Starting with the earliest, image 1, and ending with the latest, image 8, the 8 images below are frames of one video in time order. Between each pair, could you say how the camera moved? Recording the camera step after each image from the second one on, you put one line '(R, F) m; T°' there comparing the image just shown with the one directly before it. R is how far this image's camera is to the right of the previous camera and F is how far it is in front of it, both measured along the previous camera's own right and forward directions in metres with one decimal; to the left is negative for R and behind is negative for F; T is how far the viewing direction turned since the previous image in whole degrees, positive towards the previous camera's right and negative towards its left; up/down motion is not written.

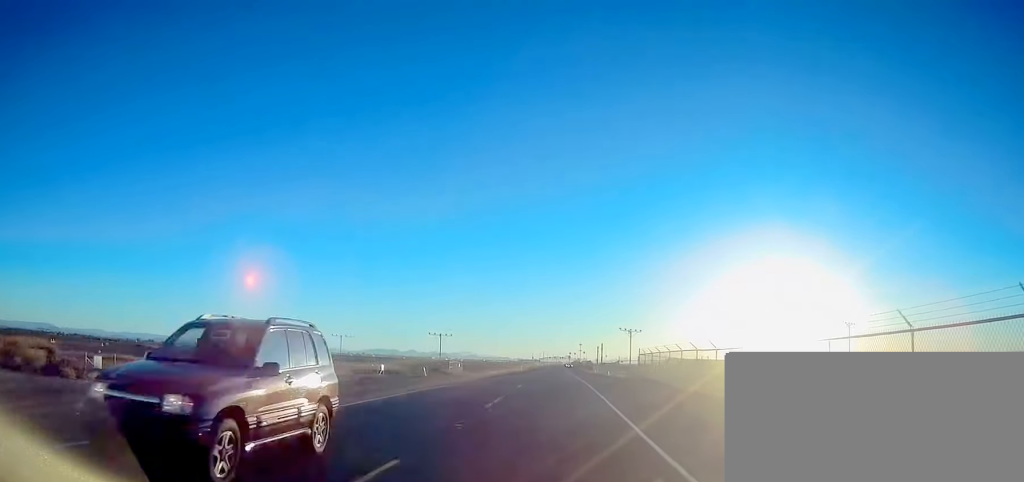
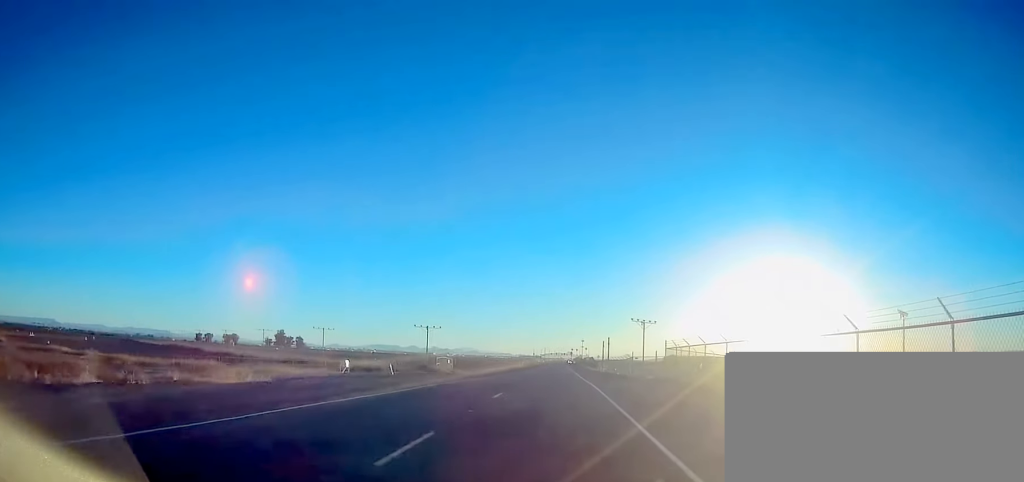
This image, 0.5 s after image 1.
(0.0, +10.2) m; 0°
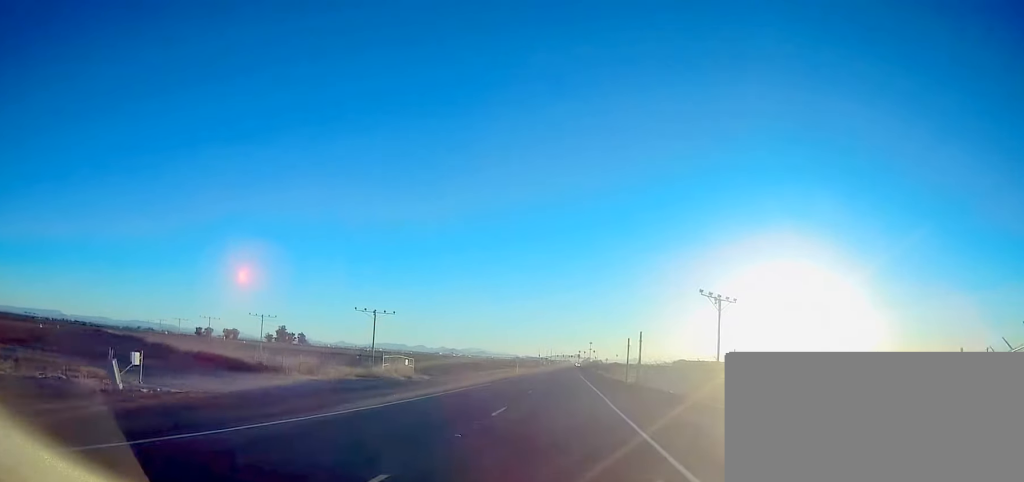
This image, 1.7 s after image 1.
(+0.1, +26.8) m; 0°
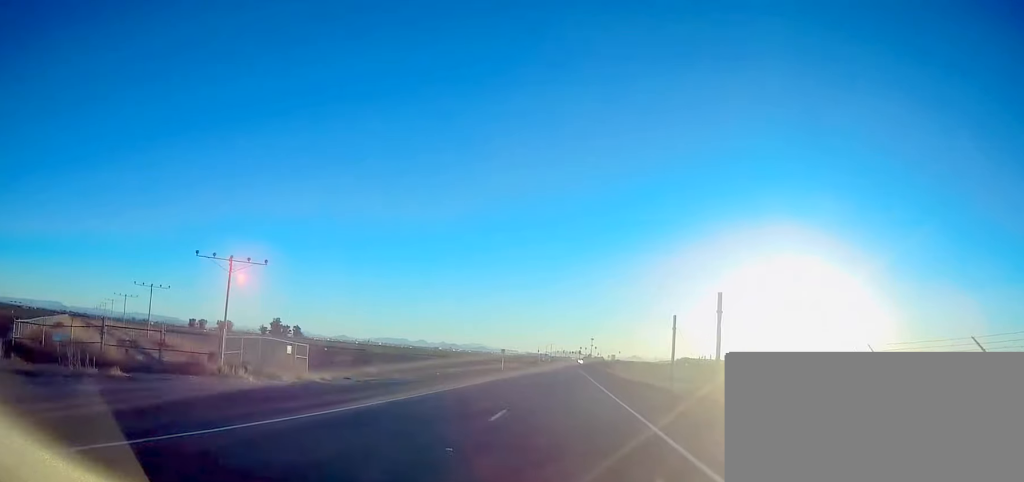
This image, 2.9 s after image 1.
(-0.2, +26.9) m; 0°
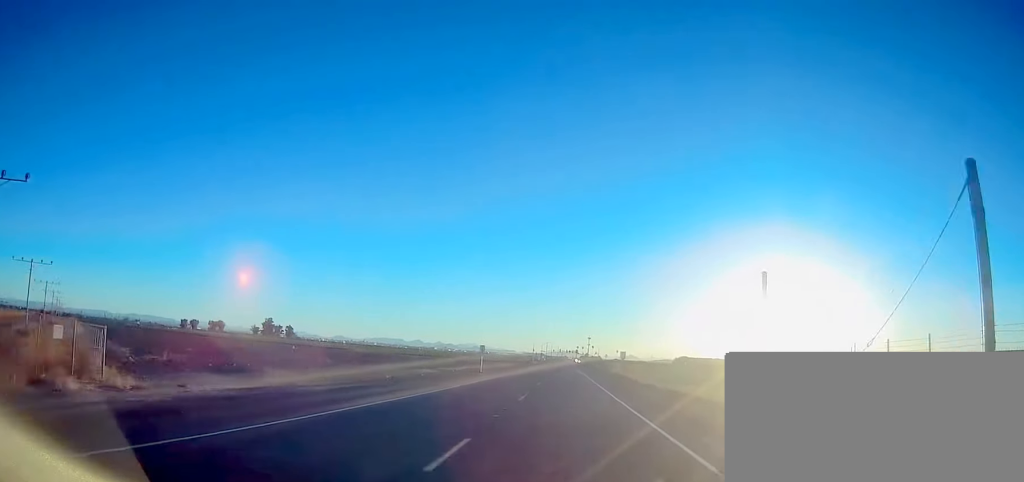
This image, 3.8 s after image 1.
(0.0, +18.2) m; 0°
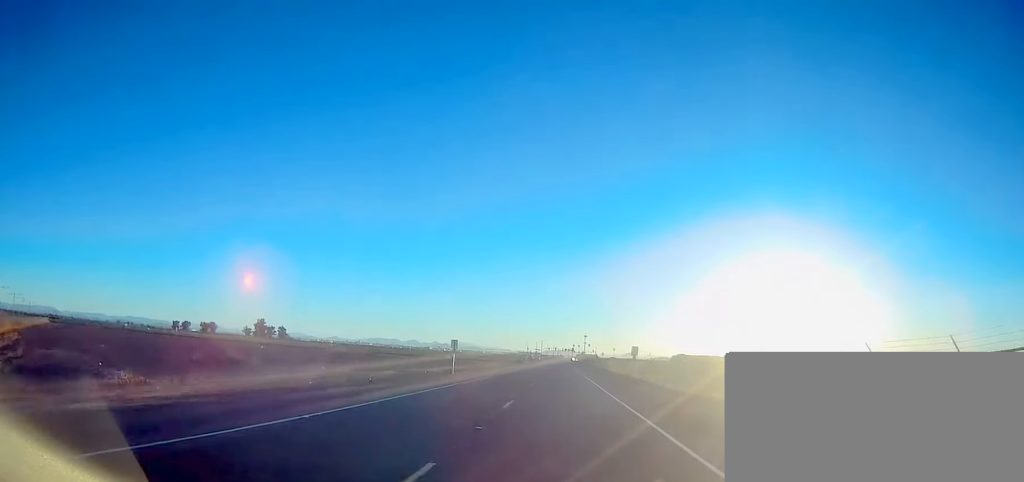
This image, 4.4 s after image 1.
(0.0, +14.6) m; 0°
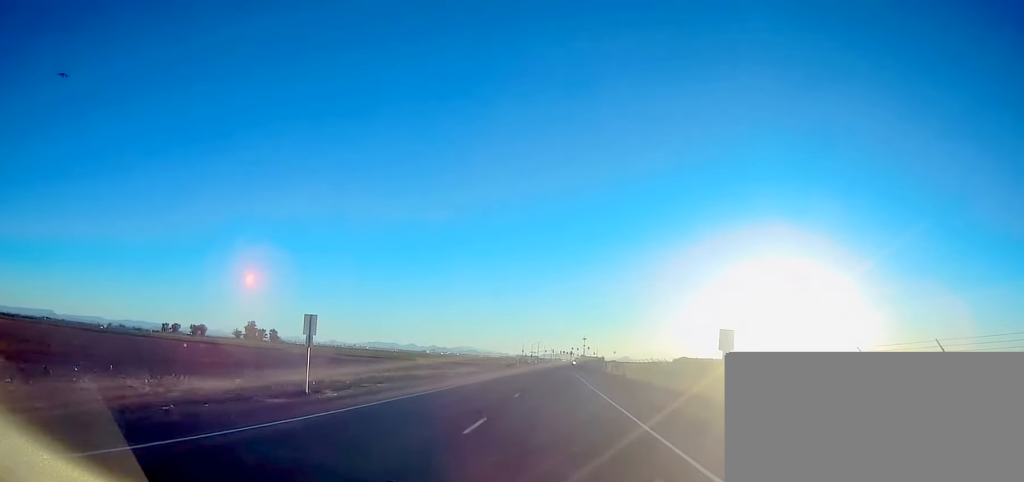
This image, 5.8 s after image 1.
(0.0, +29.9) m; 0°
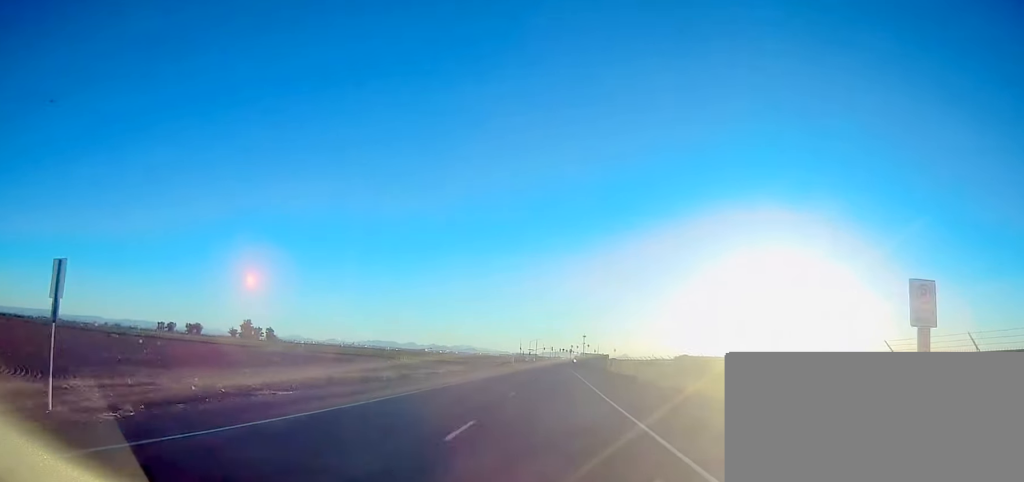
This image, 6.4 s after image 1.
(0.0, +13.1) m; 0°
